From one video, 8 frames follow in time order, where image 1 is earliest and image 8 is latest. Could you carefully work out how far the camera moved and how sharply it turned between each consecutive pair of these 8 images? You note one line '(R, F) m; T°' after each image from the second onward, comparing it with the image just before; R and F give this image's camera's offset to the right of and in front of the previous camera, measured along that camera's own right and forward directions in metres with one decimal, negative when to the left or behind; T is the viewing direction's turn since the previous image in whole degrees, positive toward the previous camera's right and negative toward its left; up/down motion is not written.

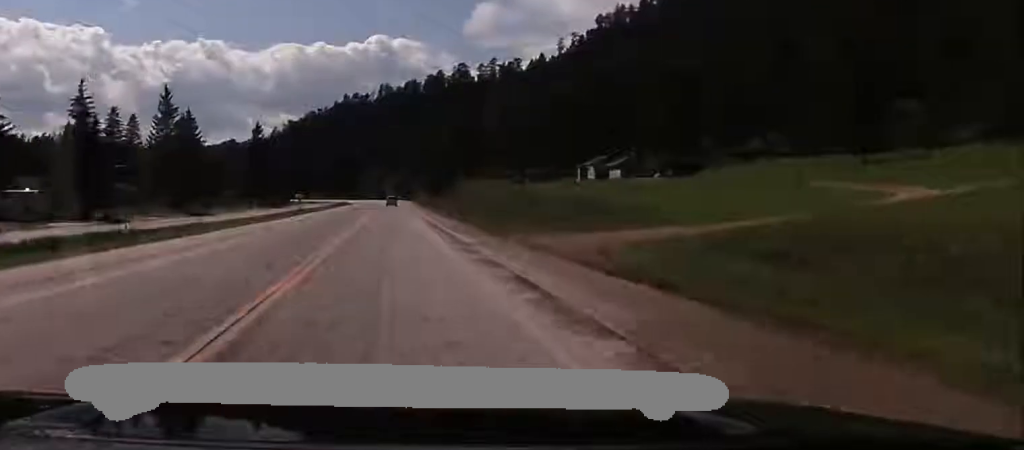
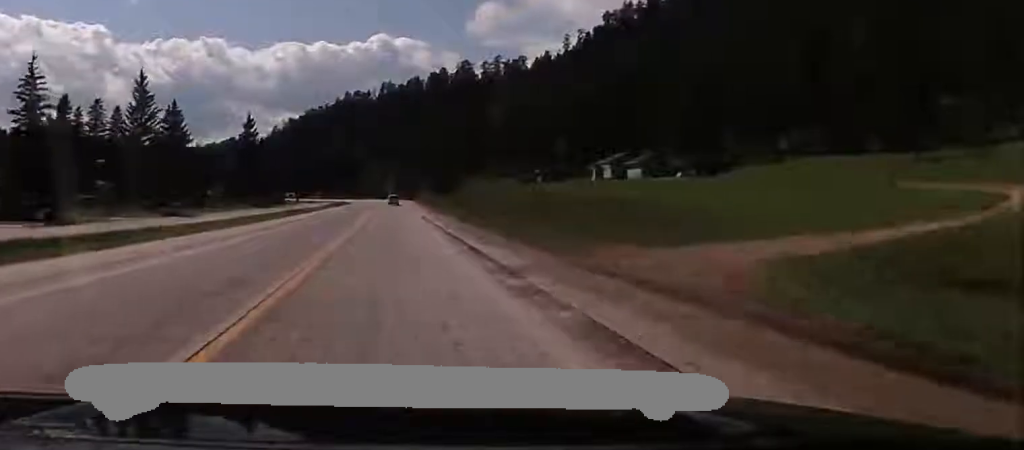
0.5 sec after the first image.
(-0.1, +11.0) m; -1°
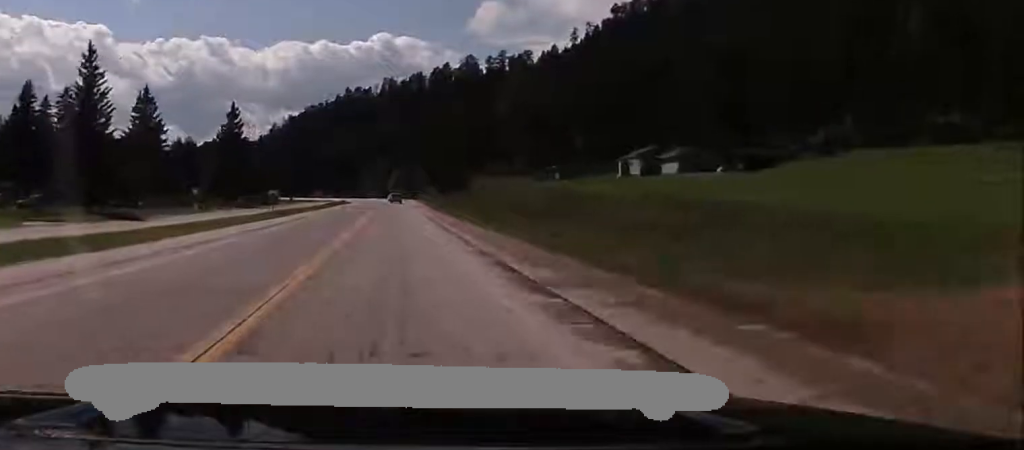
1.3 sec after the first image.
(0.0, +16.8) m; 0°
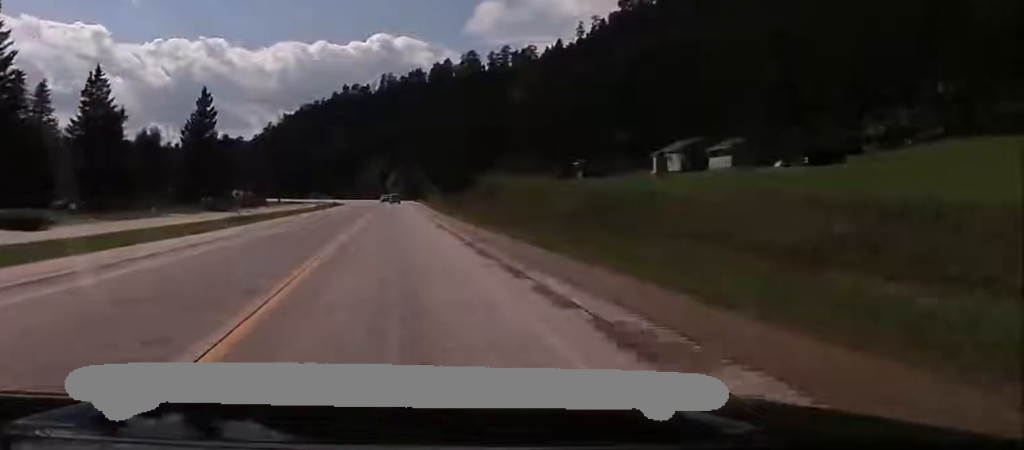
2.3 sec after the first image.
(0.0, +19.7) m; 0°
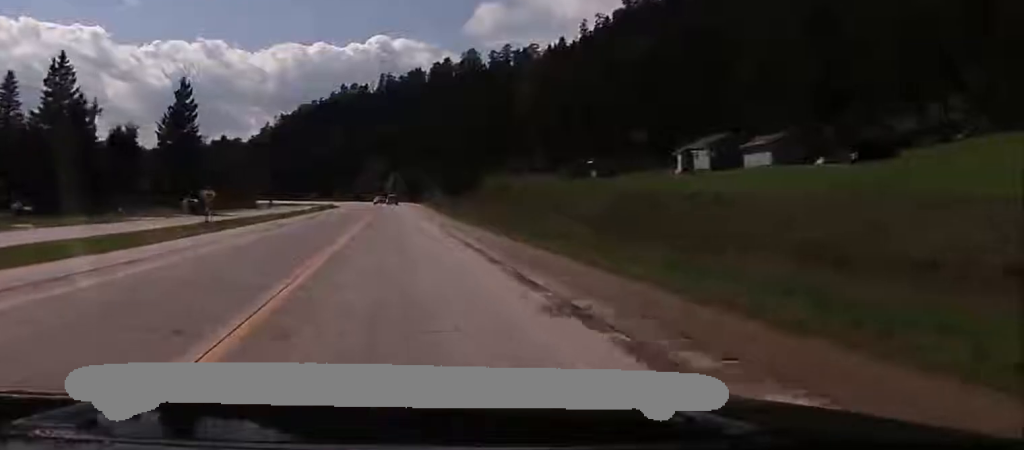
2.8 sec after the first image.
(0.0, +11.3) m; 0°
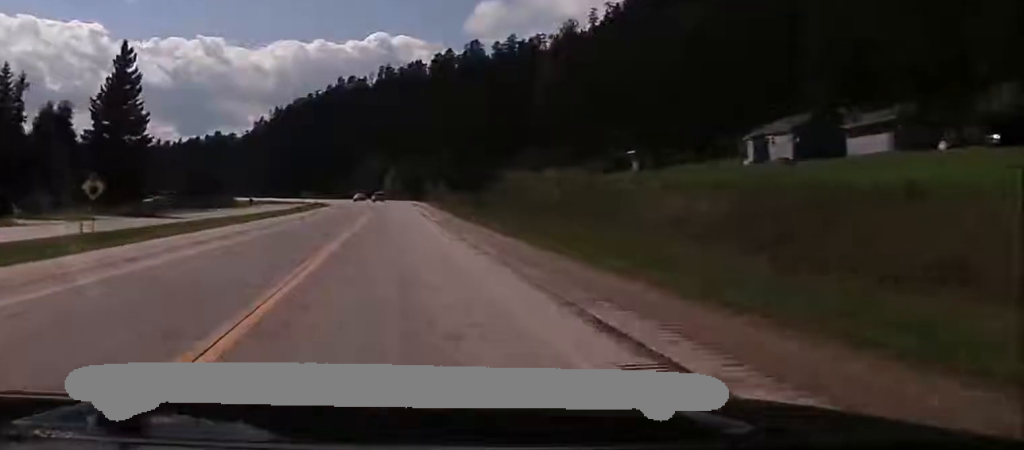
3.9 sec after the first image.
(0.0, +23.1) m; 0°
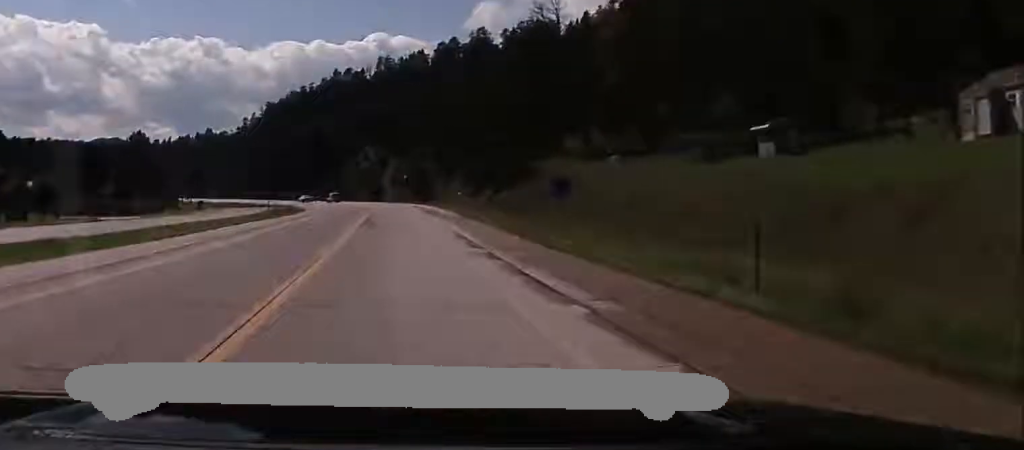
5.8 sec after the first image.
(0.0, +38.9) m; 0°
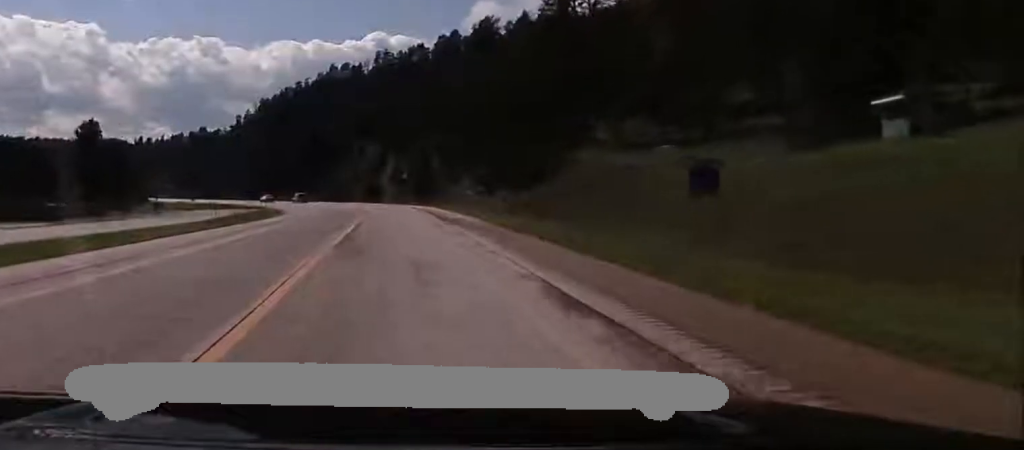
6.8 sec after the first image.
(0.0, +20.2) m; 0°
